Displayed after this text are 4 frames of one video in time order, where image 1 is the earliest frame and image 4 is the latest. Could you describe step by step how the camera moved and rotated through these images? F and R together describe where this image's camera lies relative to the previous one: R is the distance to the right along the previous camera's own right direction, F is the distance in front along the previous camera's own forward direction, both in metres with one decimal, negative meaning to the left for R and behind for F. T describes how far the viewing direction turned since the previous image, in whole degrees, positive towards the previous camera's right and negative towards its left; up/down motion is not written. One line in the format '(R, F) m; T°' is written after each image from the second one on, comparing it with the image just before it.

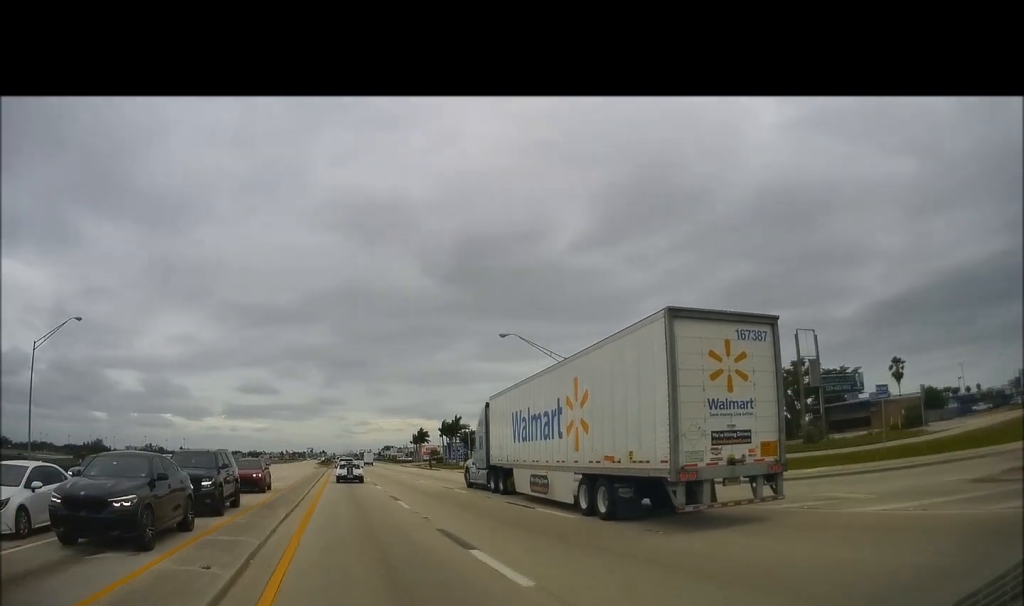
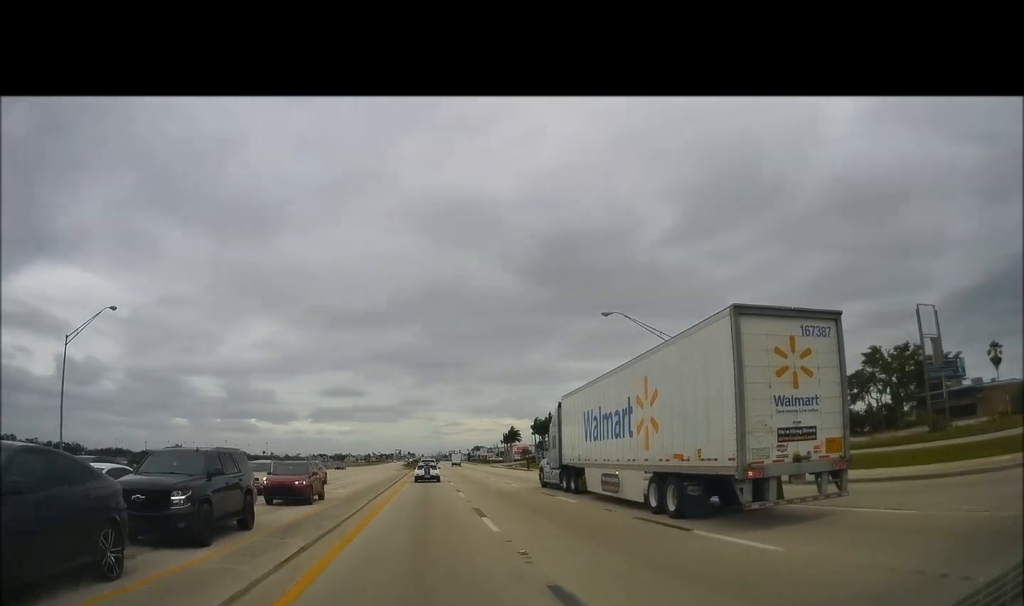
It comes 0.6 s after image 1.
(-0.9, +6.0) m; -8°
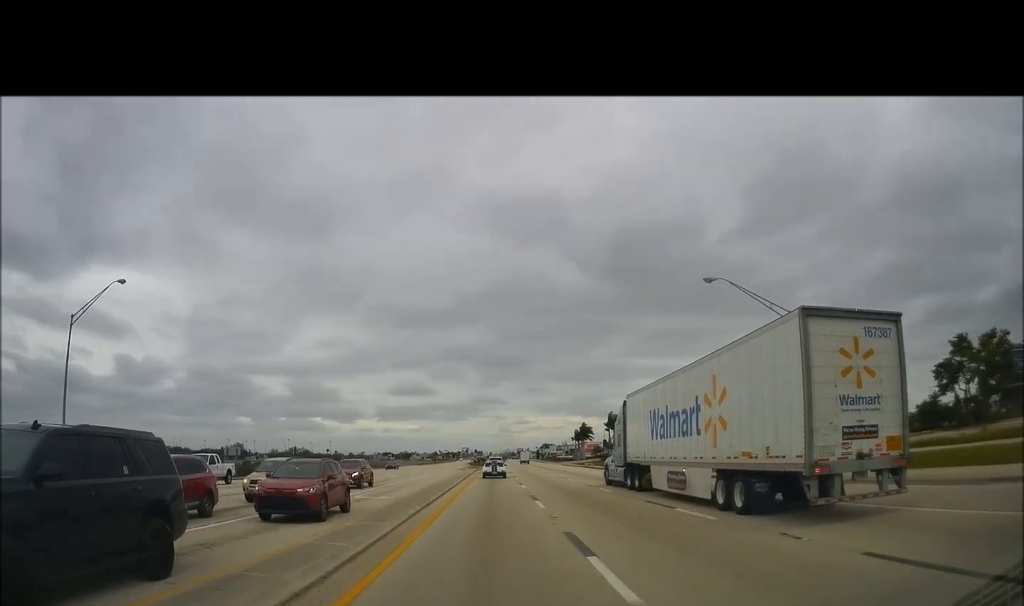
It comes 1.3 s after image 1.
(-0.5, +6.8) m; -7°
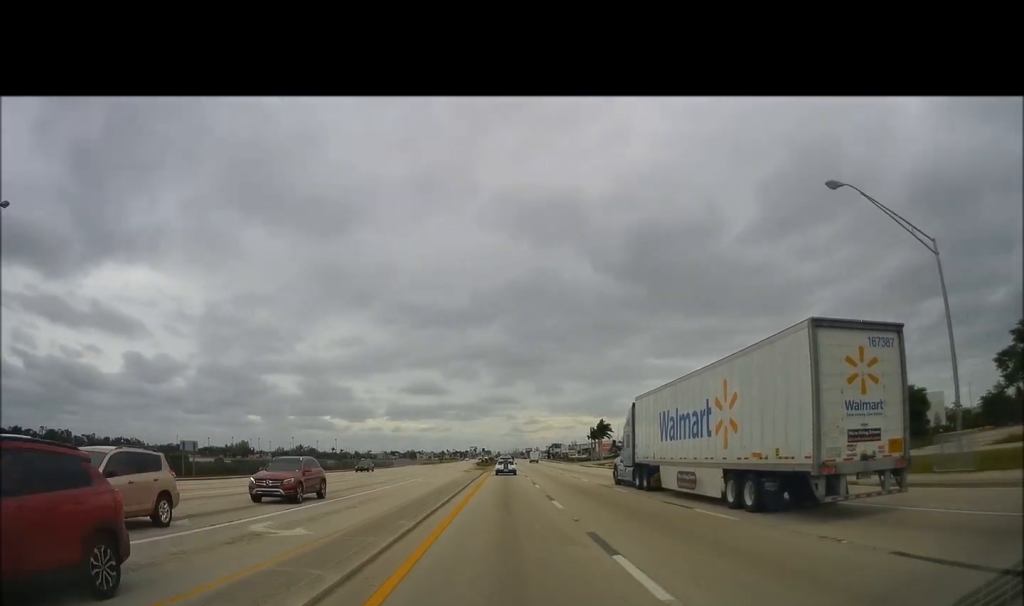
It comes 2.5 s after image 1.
(-0.8, +12.0) m; -7°
